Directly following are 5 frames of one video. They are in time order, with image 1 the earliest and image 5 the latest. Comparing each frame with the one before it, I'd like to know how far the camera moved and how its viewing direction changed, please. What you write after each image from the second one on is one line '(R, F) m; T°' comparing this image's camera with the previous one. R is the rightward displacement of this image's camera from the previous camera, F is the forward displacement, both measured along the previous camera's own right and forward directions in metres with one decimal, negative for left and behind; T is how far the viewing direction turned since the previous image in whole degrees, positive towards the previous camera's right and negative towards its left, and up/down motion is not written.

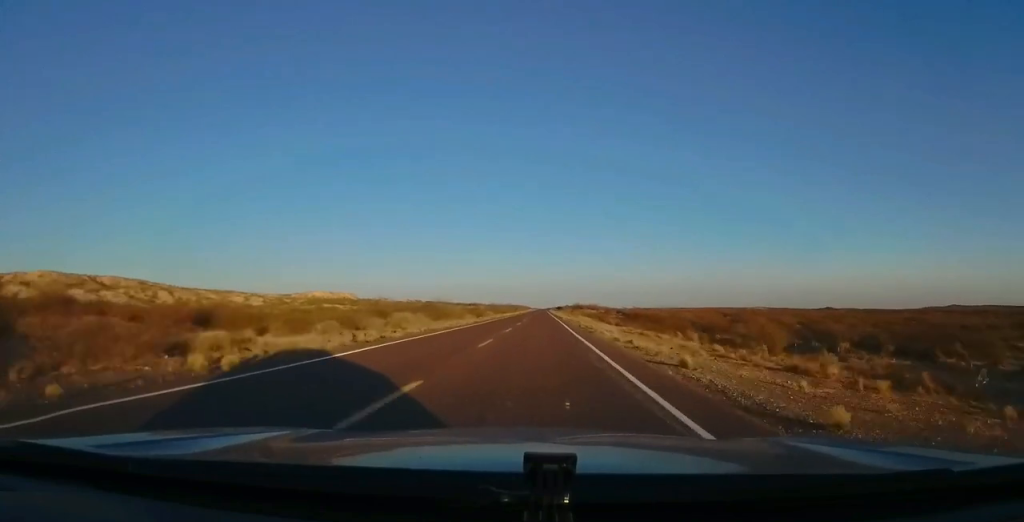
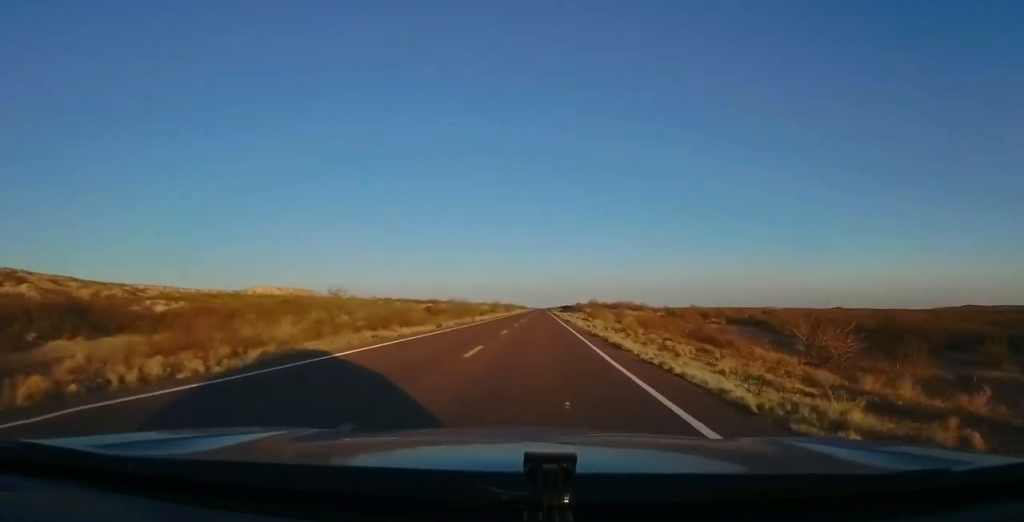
(+1.4, +111.9) m; +1°
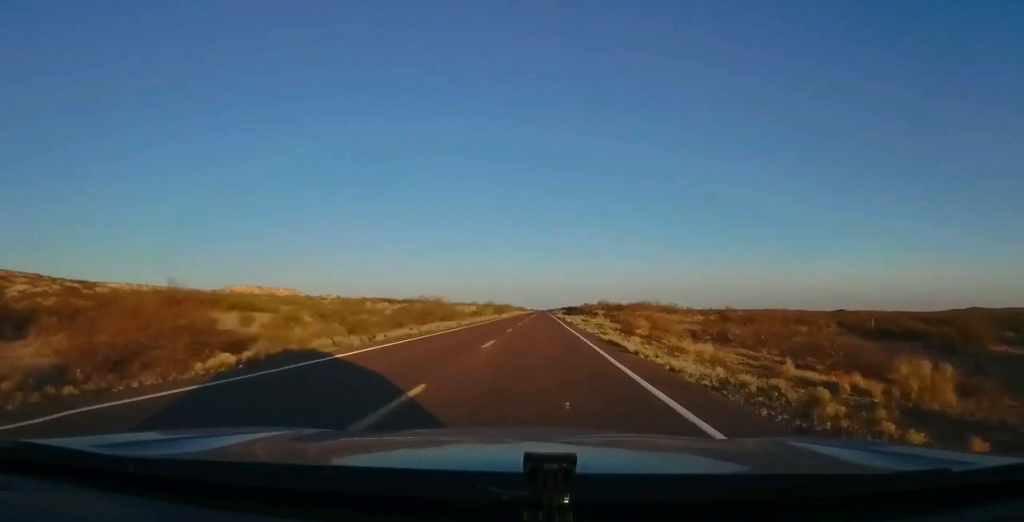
(0.0, +33.1) m; 0°
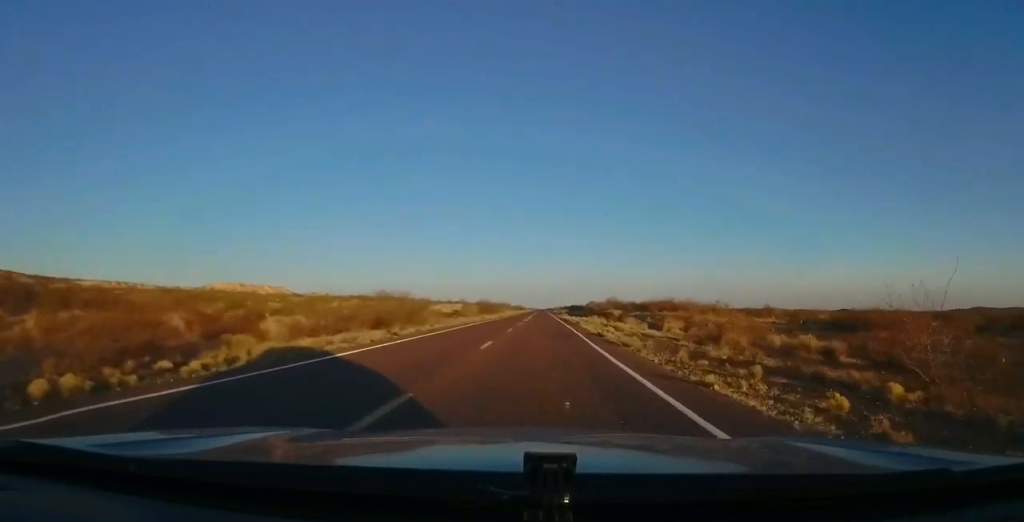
(-0.1, +25.4) m; 0°
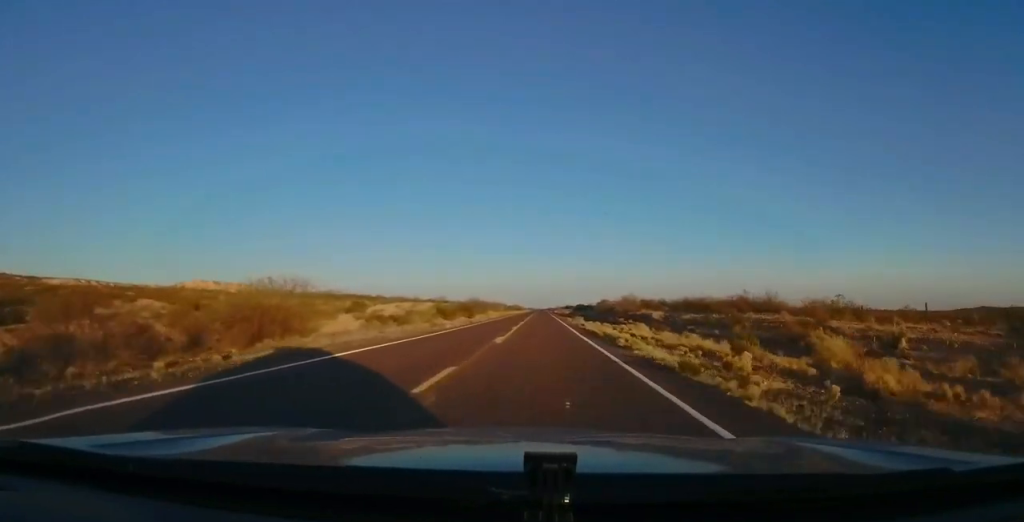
(+0.2, +33.1) m; 0°
